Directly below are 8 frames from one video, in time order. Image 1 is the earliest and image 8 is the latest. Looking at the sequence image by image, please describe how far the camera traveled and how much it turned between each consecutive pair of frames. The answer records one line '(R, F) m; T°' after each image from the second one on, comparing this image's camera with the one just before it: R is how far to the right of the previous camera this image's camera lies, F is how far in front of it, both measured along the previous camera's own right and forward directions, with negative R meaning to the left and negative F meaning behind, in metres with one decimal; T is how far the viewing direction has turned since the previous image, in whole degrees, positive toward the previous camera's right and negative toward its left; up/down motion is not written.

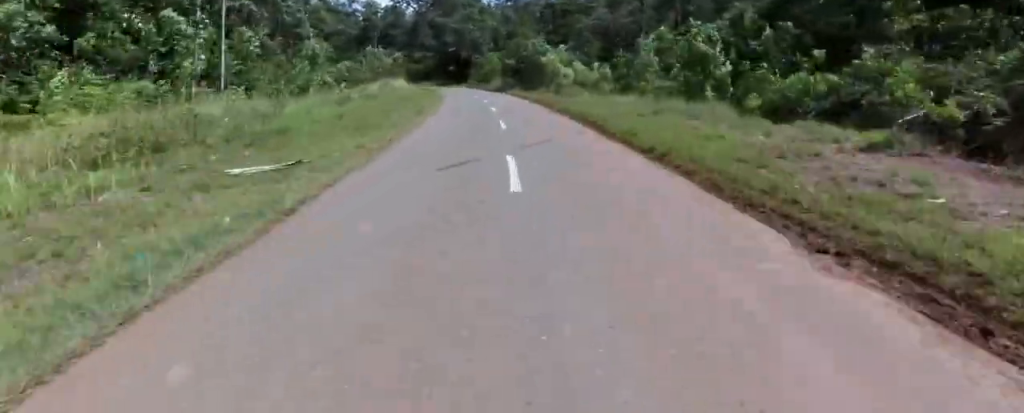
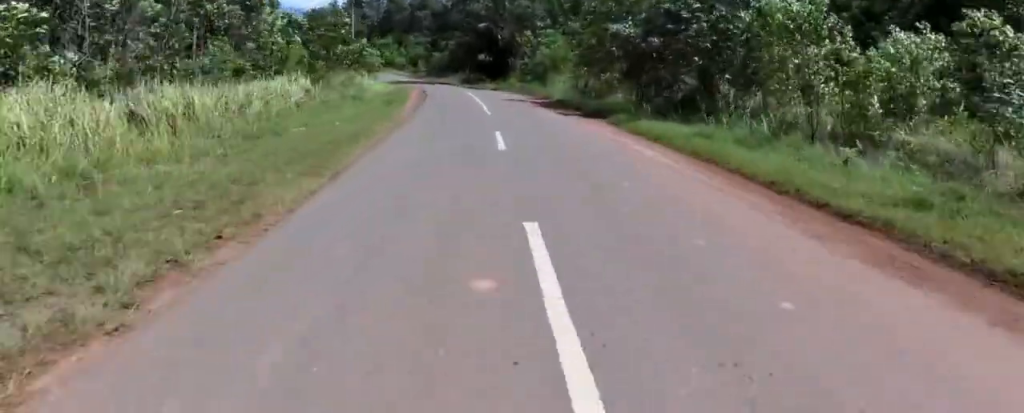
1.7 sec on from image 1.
(-2.4, +36.2) m; -4°
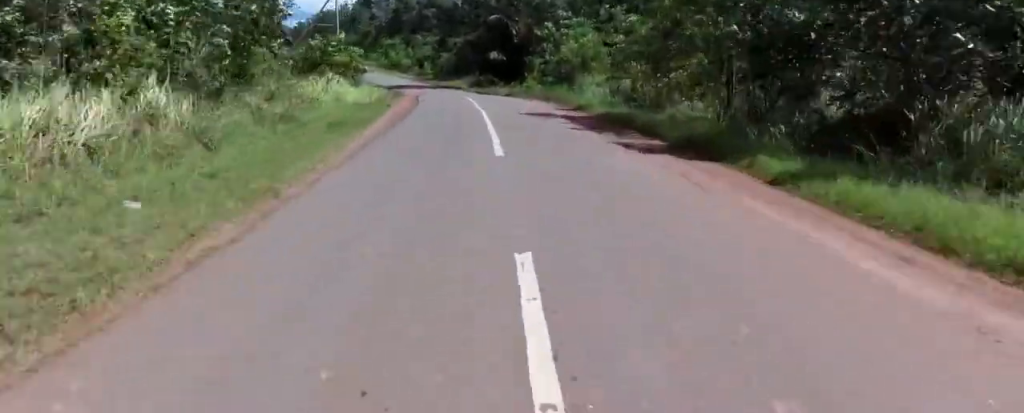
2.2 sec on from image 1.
(0.0, +9.3) m; 0°
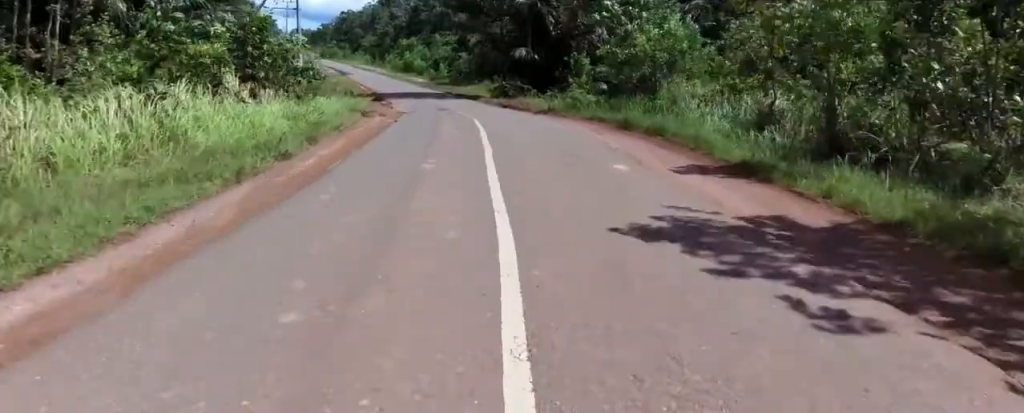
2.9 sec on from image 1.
(0.0, +13.5) m; 0°
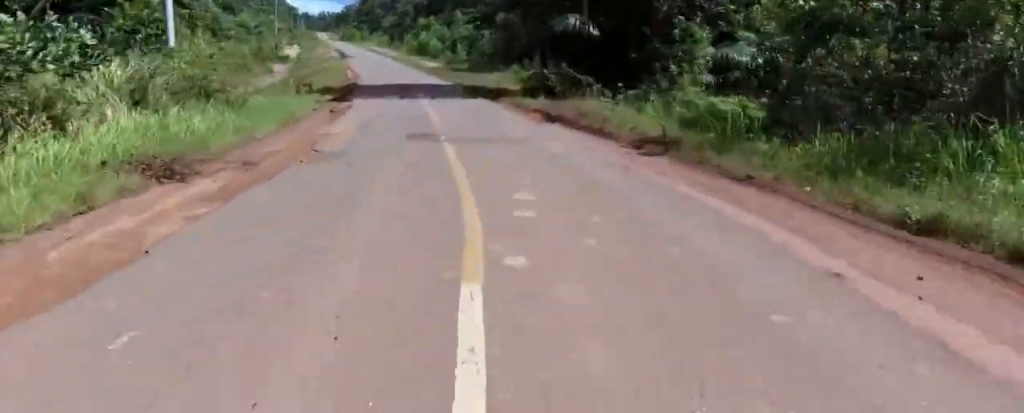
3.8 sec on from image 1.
(0.0, +15.6) m; -5°
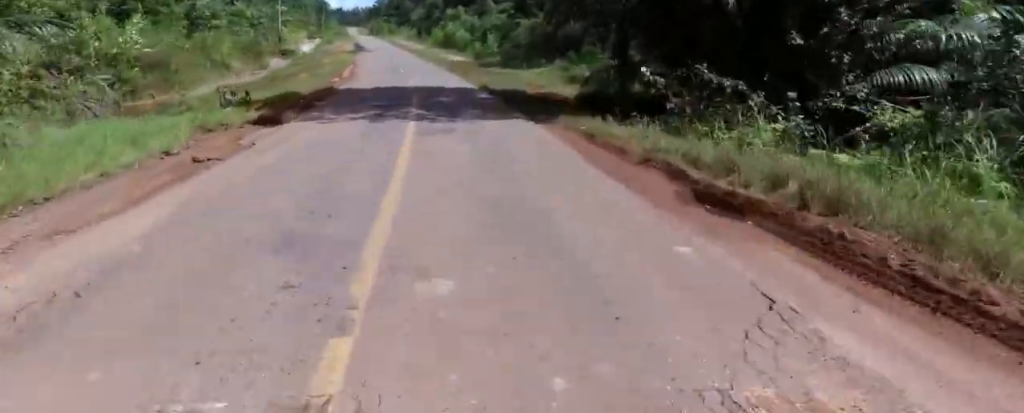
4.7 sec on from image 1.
(-1.0, +11.0) m; -9°
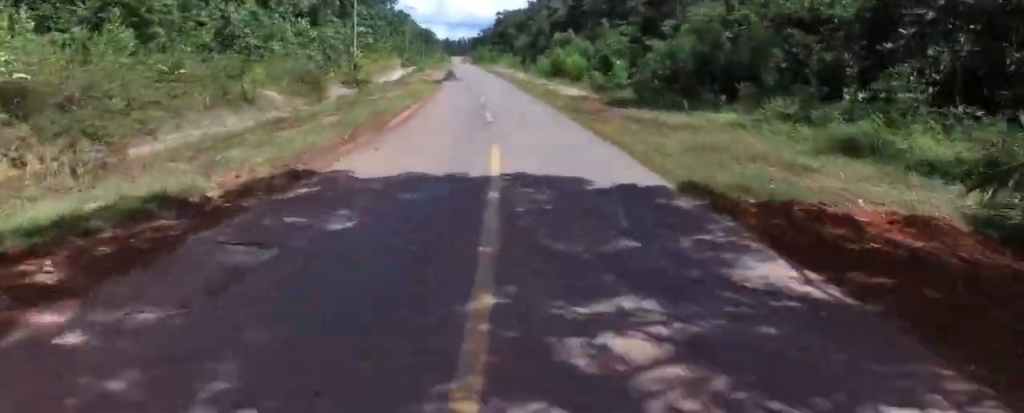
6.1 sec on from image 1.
(-1.6, +14.2) m; -8°
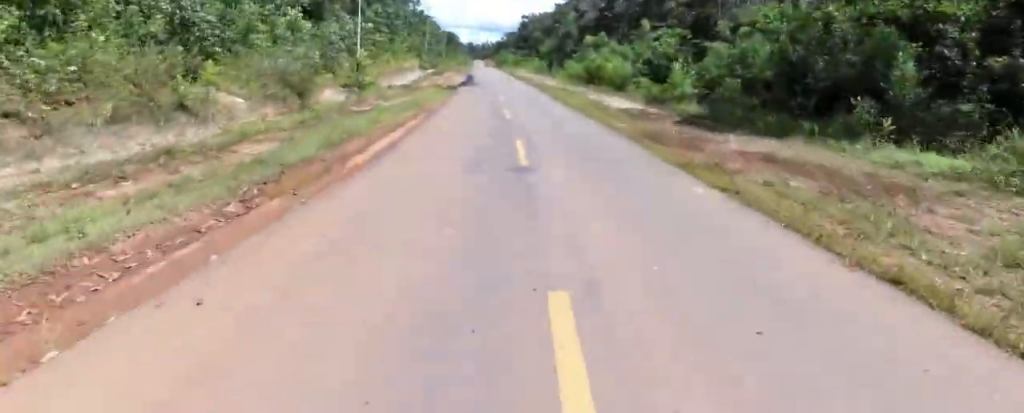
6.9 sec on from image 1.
(+0.3, +6.7) m; -2°
